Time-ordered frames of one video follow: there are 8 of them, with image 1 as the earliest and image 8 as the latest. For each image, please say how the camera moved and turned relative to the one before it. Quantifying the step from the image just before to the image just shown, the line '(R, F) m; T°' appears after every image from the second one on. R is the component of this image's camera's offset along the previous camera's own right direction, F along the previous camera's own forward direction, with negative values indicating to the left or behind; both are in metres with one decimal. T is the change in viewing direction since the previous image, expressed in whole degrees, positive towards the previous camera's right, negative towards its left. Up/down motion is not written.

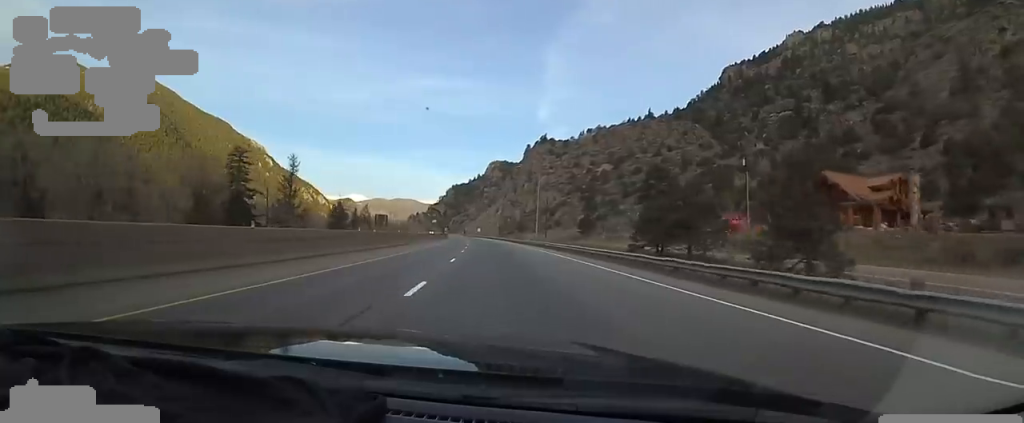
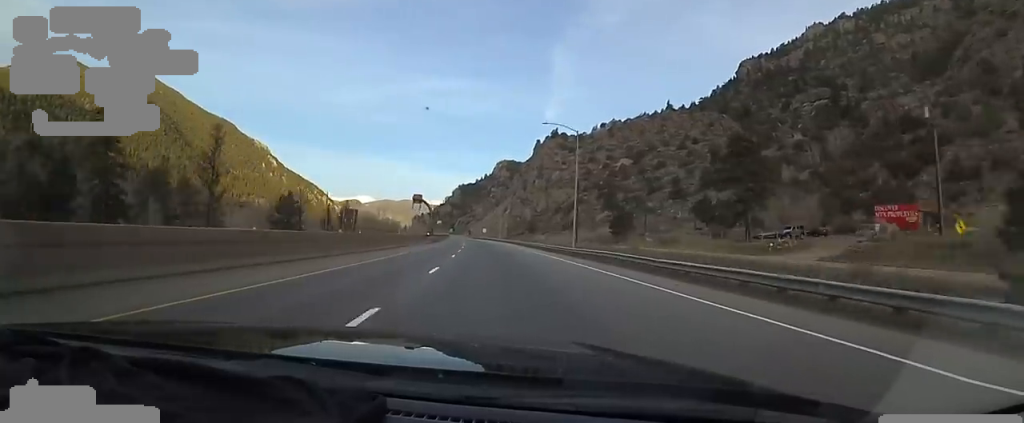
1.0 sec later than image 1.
(-0.8, +29.8) m; -3°
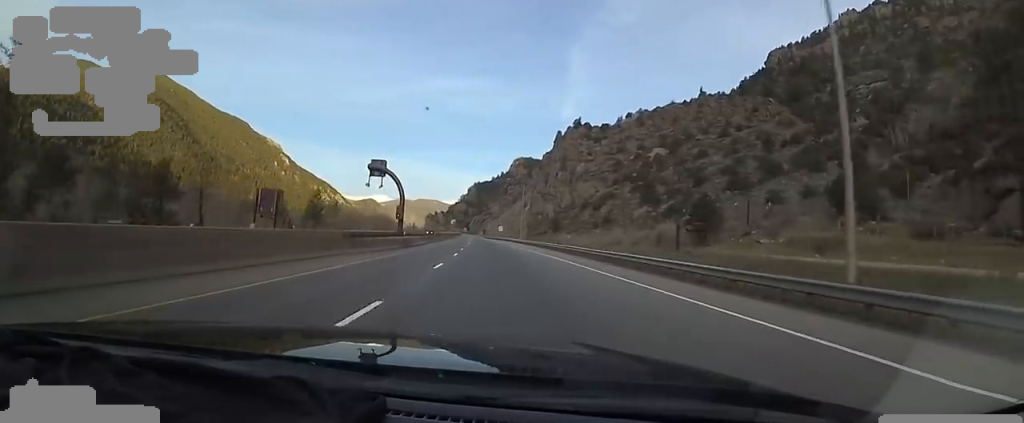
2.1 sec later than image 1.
(-0.8, +35.1) m; -1°
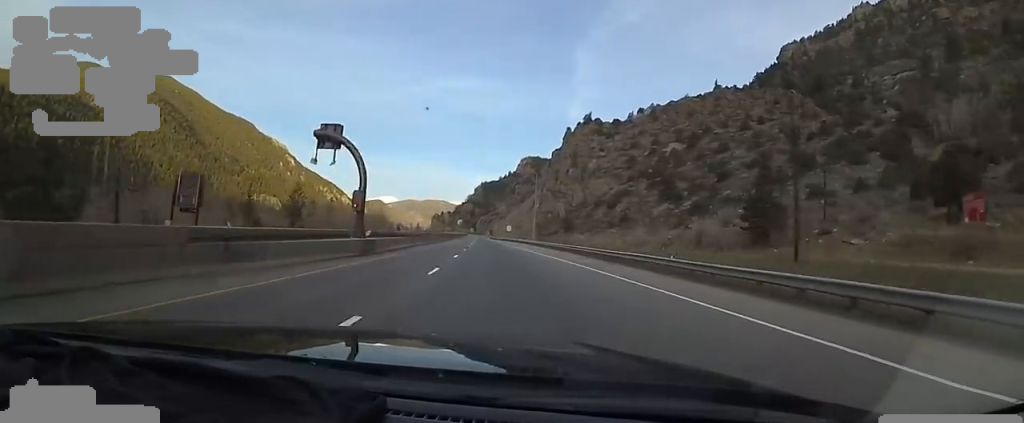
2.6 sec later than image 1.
(0.0, +14.4) m; 0°
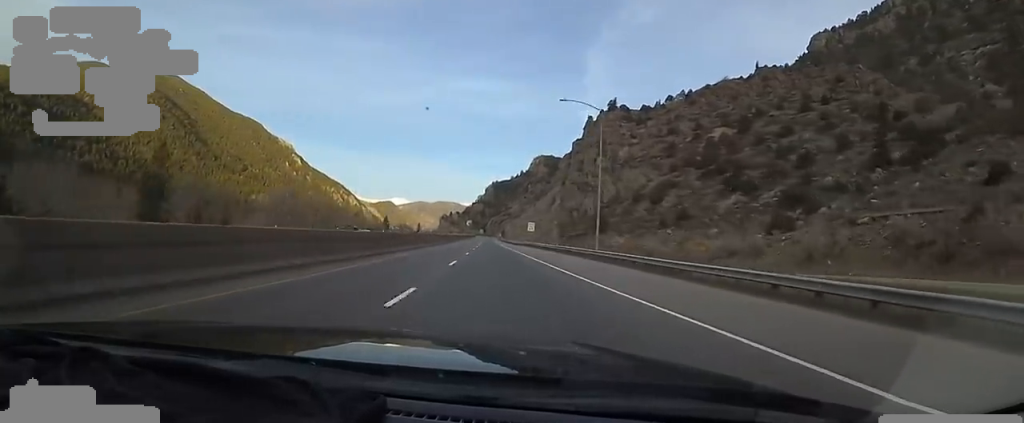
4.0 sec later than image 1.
(0.0, +43.4) m; 0°
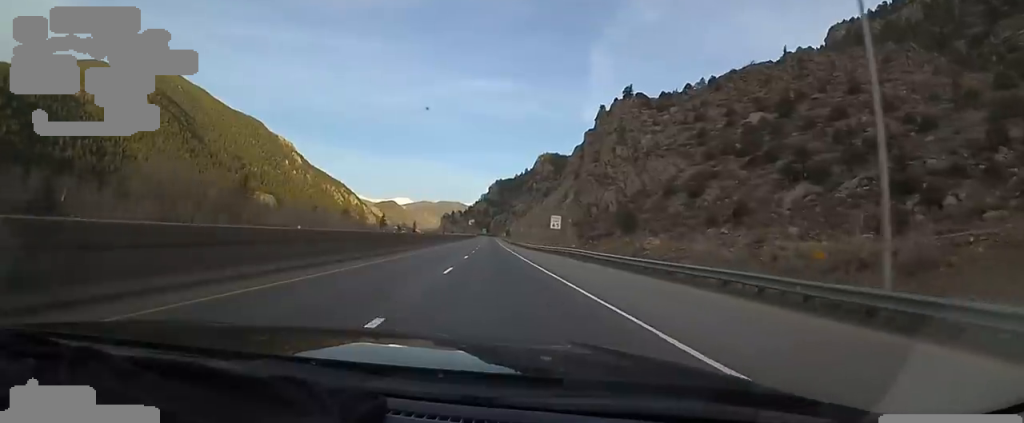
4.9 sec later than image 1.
(0.0, +29.0) m; 0°
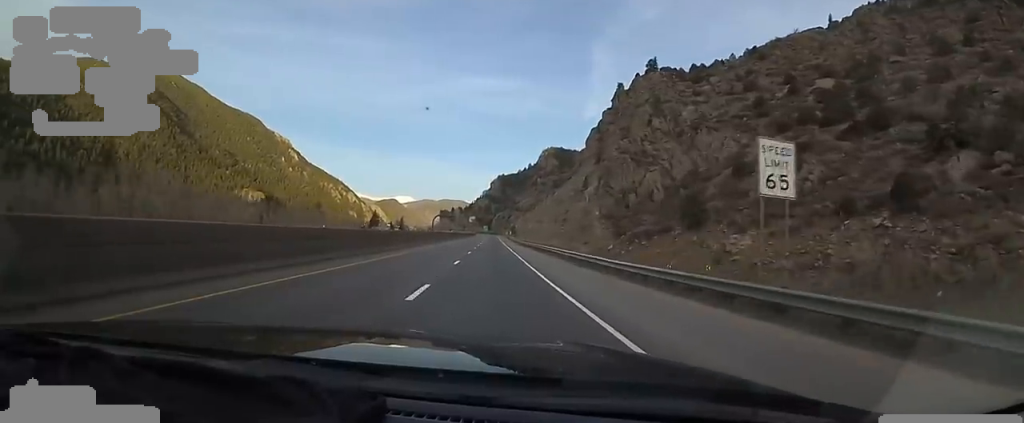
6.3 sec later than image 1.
(0.0, +42.4) m; 0°
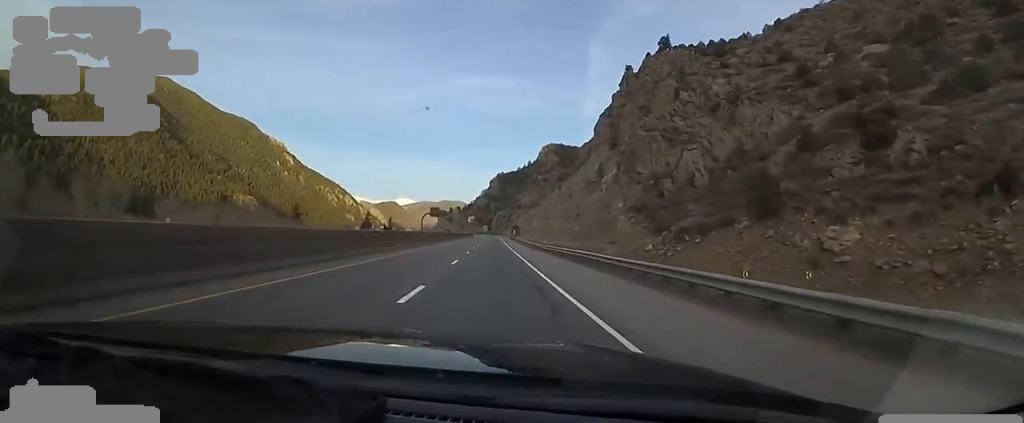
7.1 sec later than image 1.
(0.0, +24.9) m; -2°
